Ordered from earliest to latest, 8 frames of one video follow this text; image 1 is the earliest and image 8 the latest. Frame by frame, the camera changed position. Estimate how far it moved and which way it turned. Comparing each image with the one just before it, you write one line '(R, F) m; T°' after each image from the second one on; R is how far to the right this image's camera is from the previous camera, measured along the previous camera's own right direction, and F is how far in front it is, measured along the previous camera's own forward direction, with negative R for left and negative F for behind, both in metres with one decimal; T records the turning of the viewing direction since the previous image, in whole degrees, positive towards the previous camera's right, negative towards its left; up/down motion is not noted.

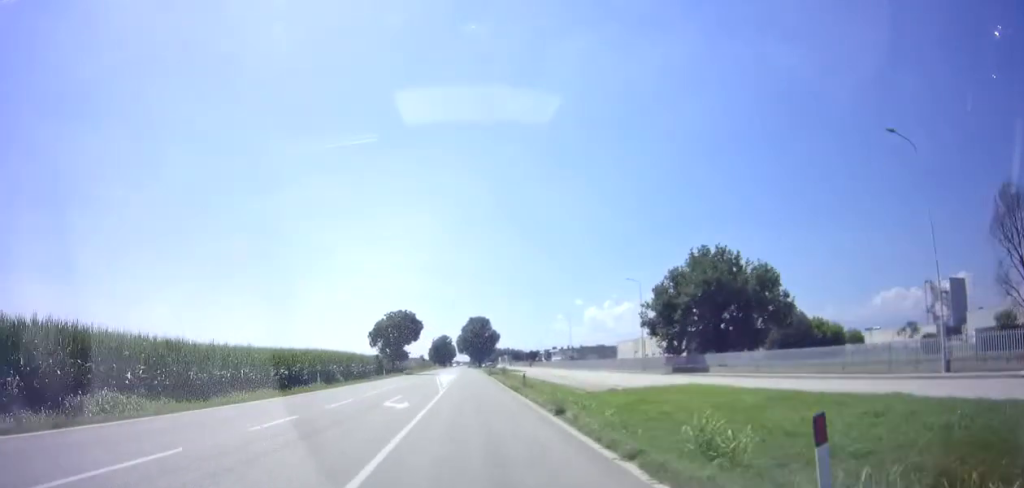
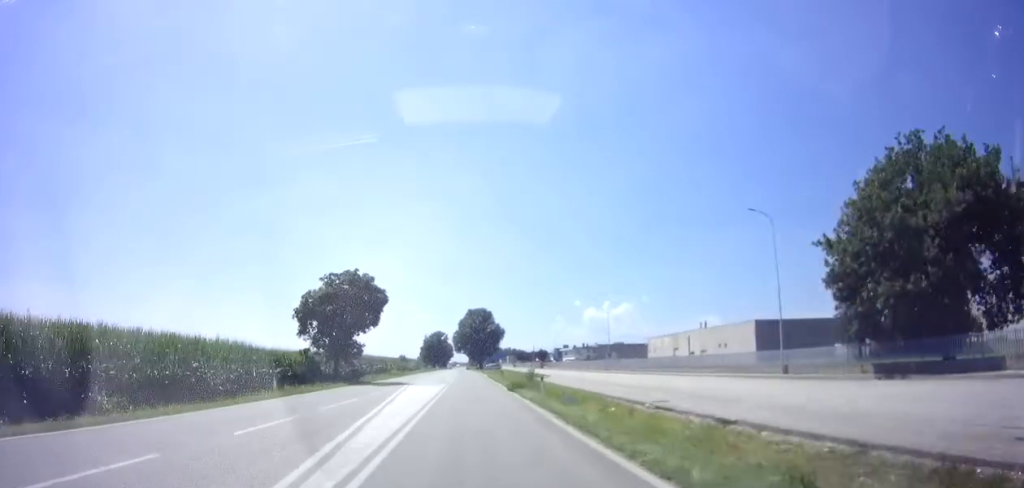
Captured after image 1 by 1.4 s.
(0.0, +30.0) m; 0°
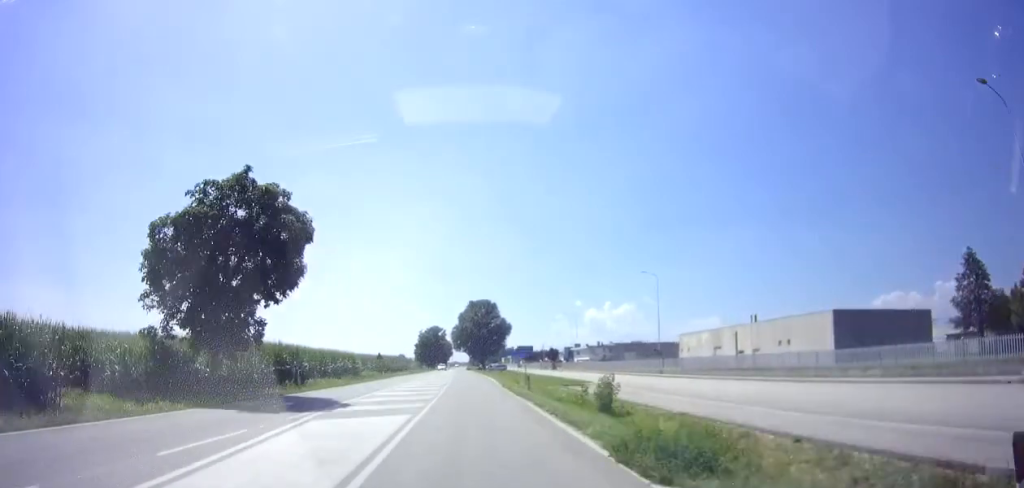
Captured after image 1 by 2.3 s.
(0.0, +20.5) m; 0°
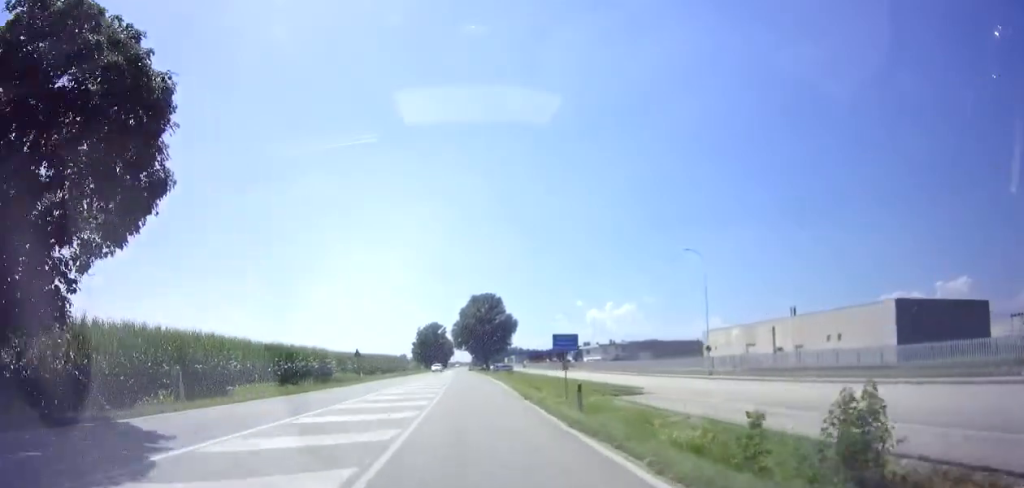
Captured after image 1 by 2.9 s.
(0.0, +12.4) m; 0°
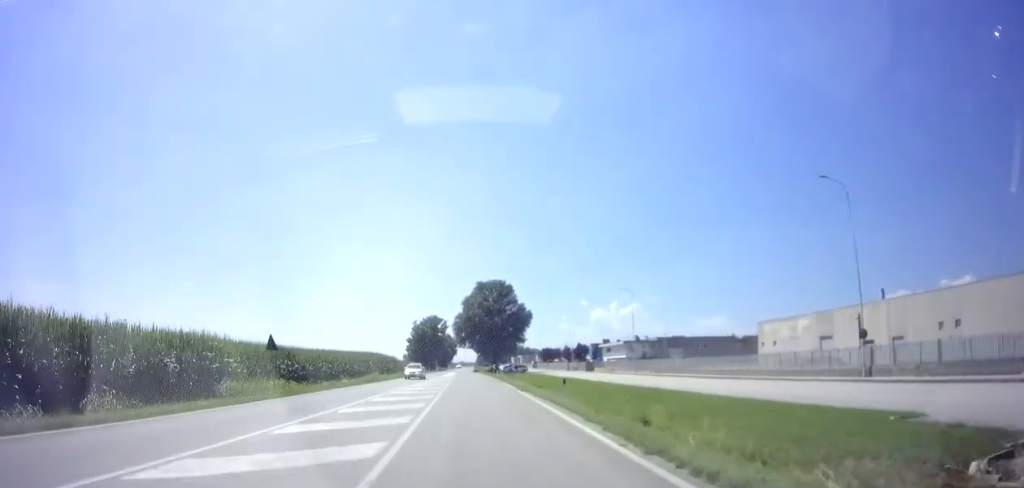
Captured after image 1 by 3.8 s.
(0.0, +19.8) m; 0°
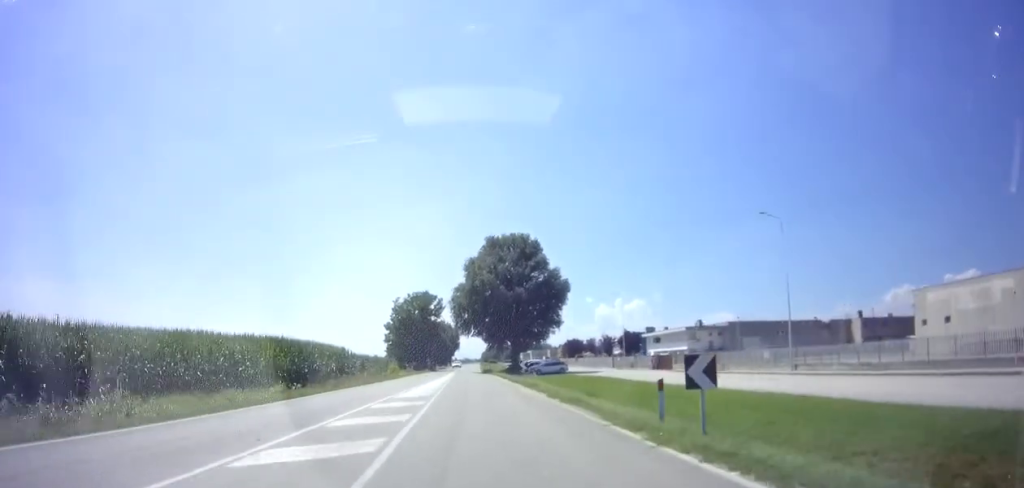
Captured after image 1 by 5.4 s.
(0.0, +35.2) m; -1°
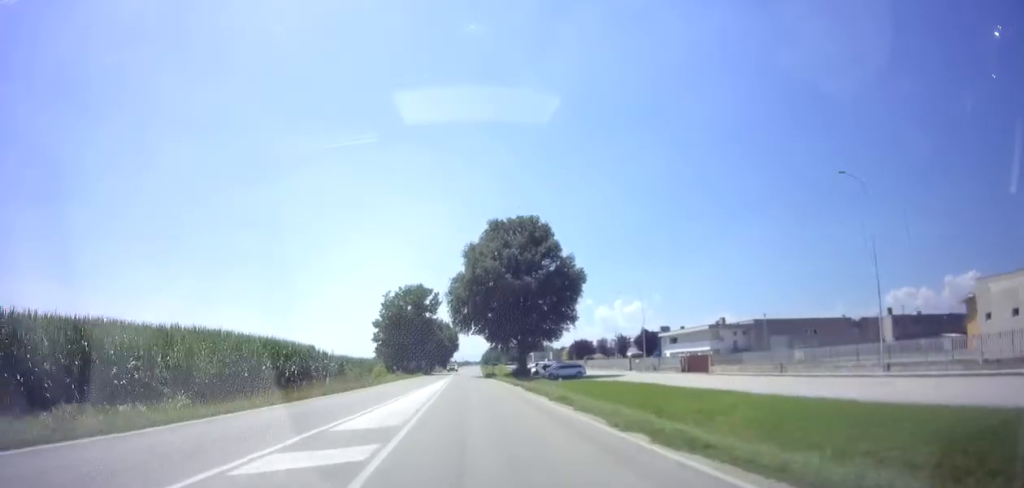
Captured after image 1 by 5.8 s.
(-0.2, +9.6) m; 0°
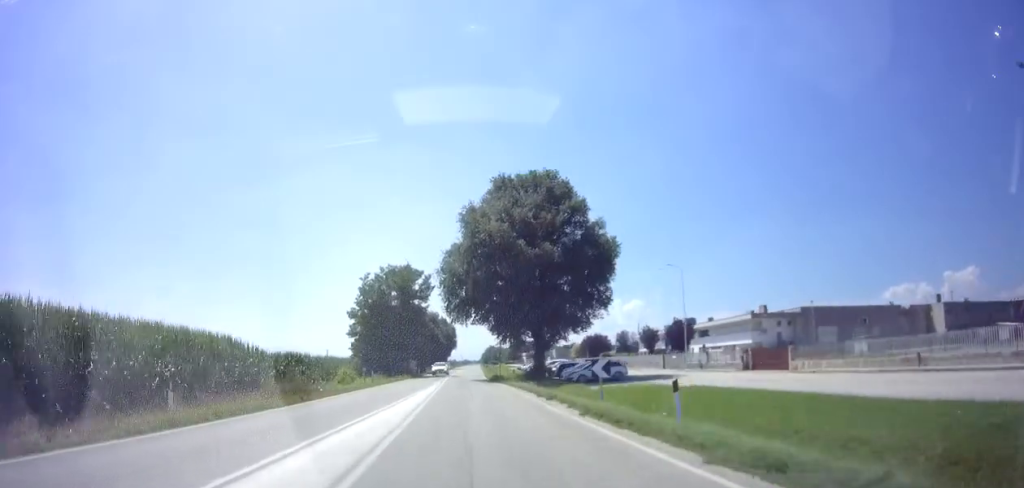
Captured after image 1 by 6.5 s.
(-0.1, +14.7) m; 0°
